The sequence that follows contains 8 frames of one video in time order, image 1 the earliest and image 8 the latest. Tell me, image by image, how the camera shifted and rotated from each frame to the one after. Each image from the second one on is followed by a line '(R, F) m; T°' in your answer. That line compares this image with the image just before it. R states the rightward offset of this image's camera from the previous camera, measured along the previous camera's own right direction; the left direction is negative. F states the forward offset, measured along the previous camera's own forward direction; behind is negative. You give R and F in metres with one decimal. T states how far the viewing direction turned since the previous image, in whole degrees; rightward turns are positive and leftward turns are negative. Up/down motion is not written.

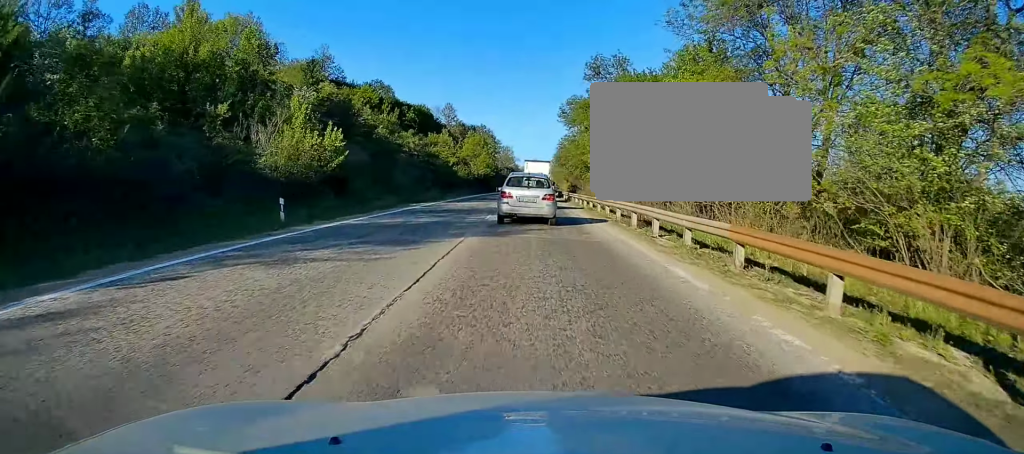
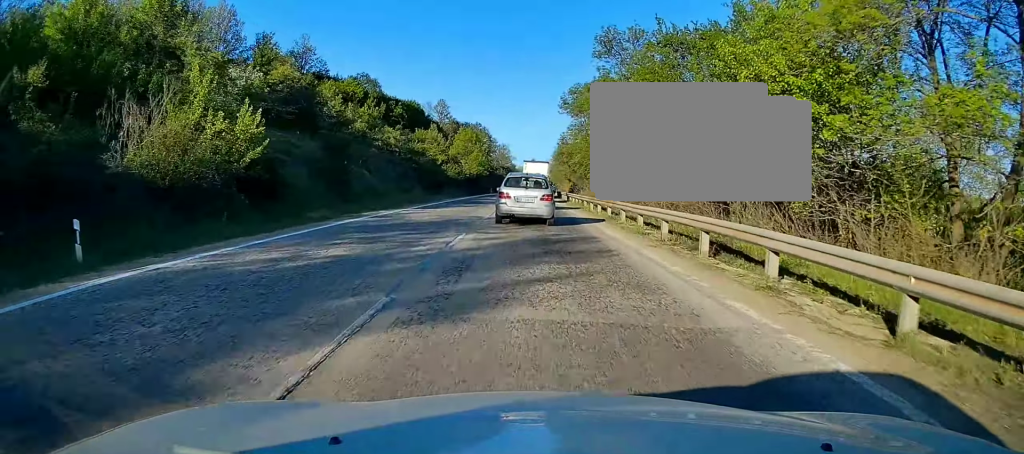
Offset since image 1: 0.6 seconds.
(-0.1, +9.2) m; +1°
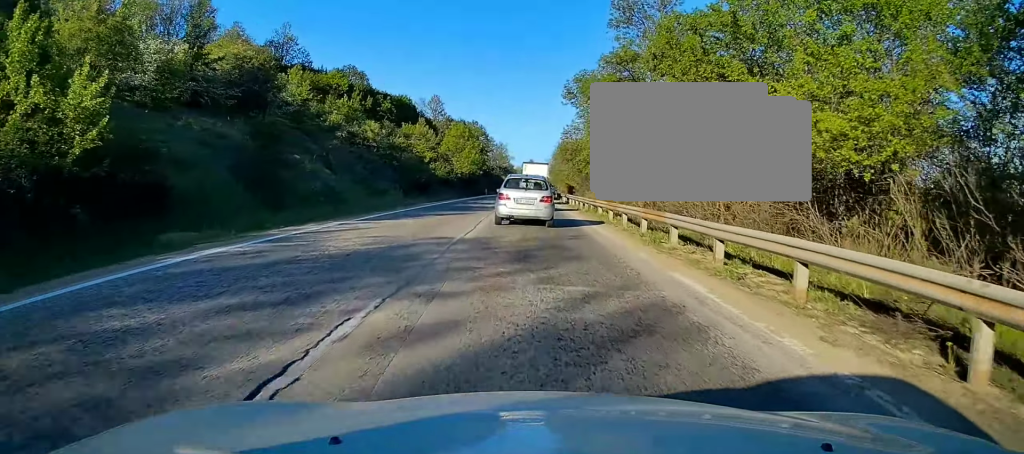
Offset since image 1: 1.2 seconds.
(+0.3, +8.8) m; 0°
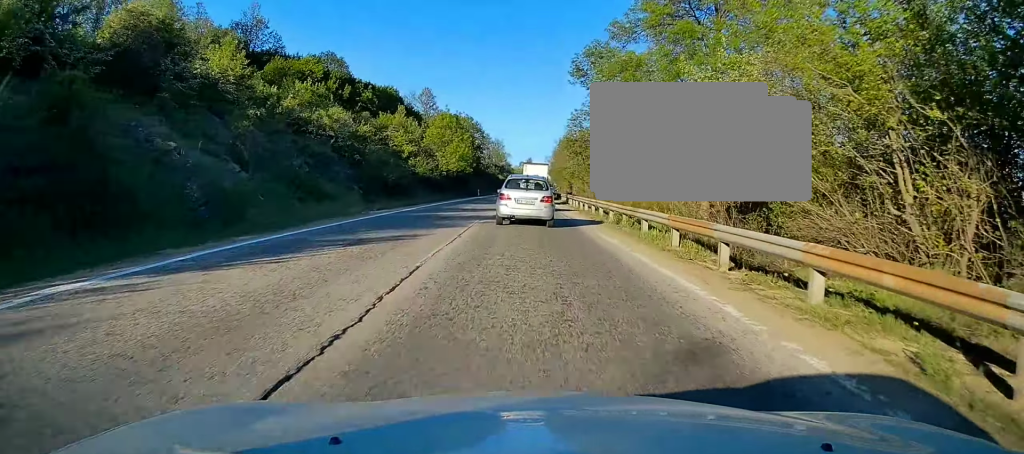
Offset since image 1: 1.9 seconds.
(0.0, +12.0) m; -1°
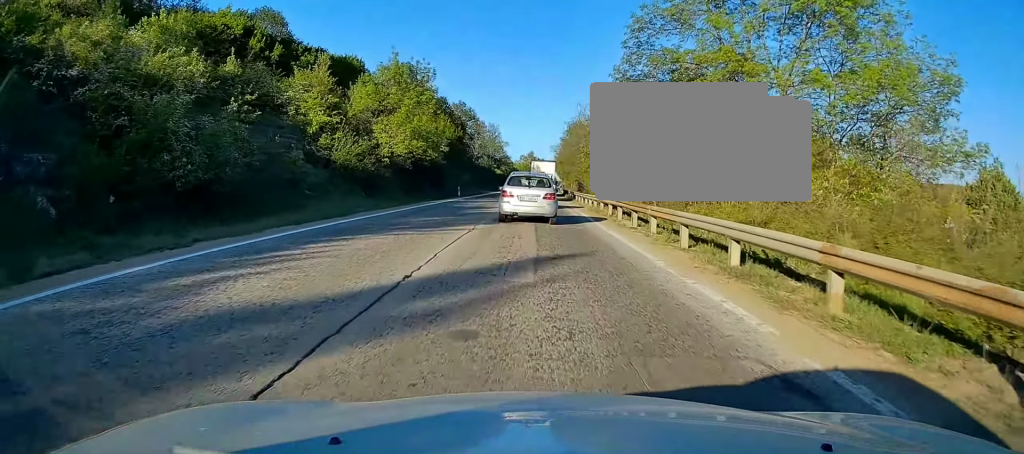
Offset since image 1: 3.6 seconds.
(-0.5, +26.9) m; -1°
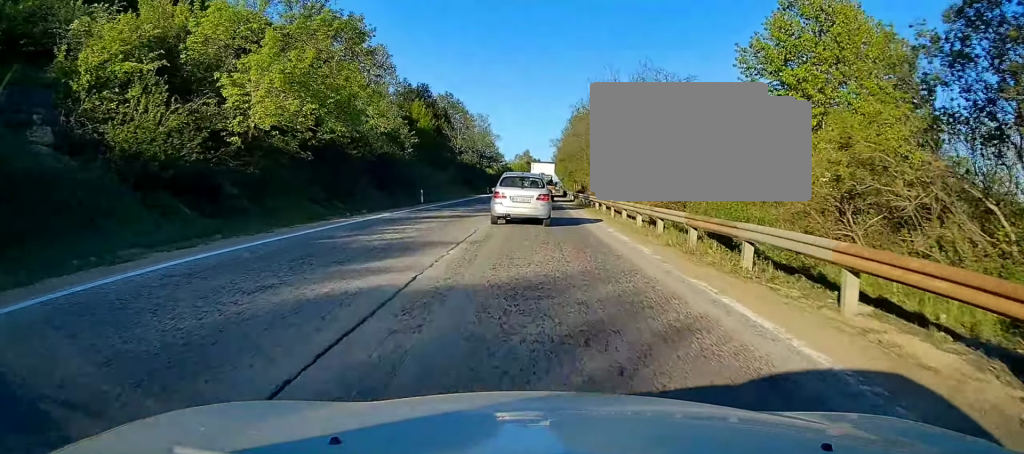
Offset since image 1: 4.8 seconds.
(0.0, +19.3) m; 0°
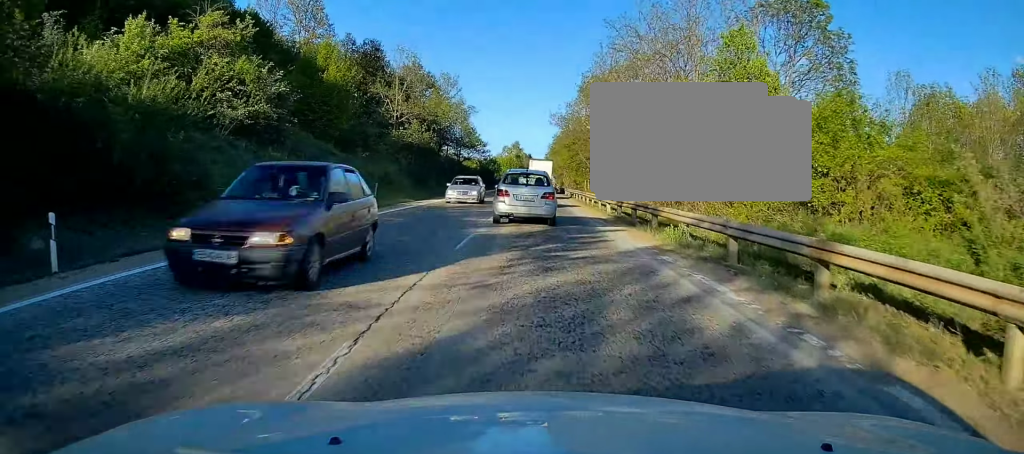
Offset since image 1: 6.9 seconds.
(-0.1, +33.1) m; 0°
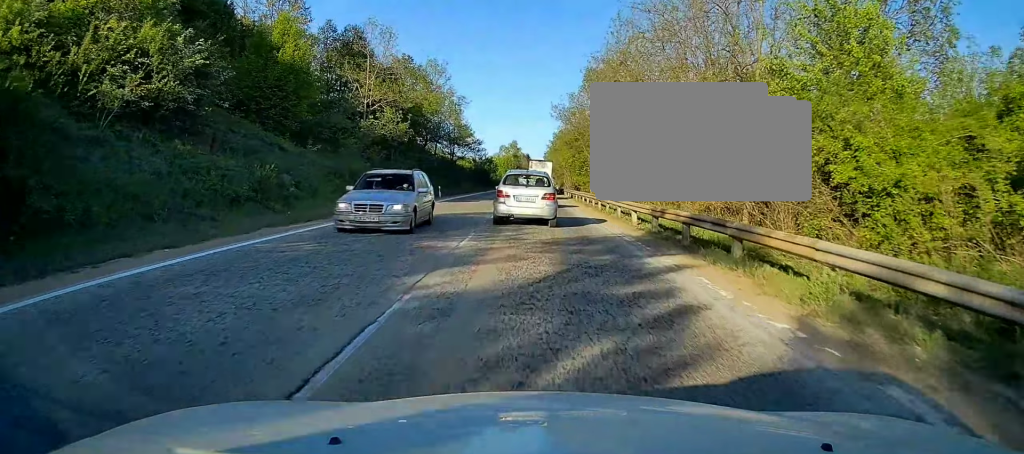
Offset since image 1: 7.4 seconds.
(0.0, +7.9) m; 0°
